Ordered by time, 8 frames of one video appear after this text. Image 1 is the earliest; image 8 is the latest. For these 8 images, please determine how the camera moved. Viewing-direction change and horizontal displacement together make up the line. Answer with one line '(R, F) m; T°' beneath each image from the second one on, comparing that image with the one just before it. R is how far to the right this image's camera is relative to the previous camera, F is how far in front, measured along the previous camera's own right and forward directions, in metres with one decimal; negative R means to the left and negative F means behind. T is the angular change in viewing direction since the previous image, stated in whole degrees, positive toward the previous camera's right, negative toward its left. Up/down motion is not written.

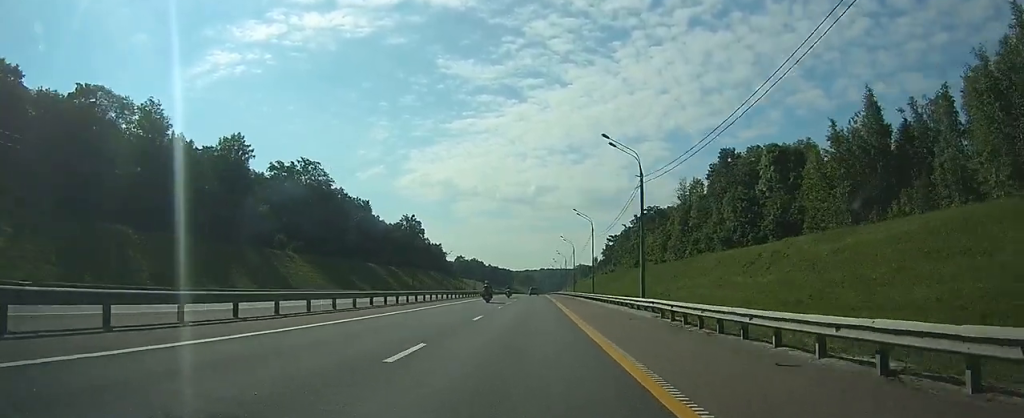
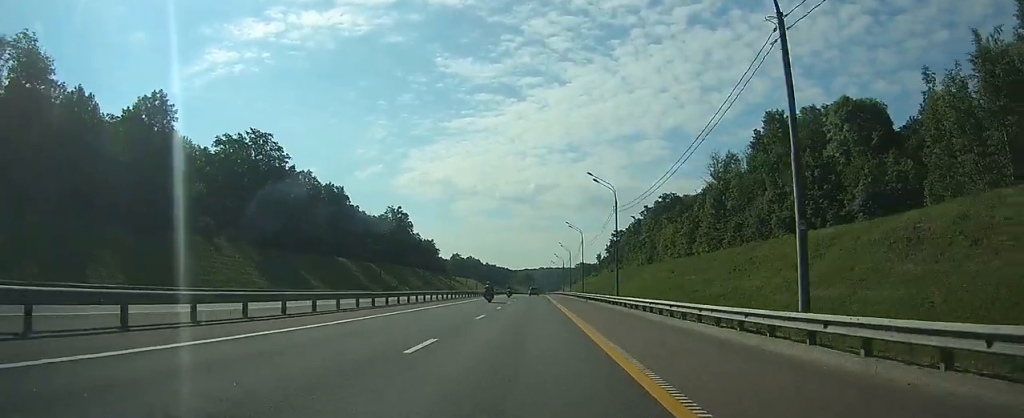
(0.0, +23.0) m; 0°
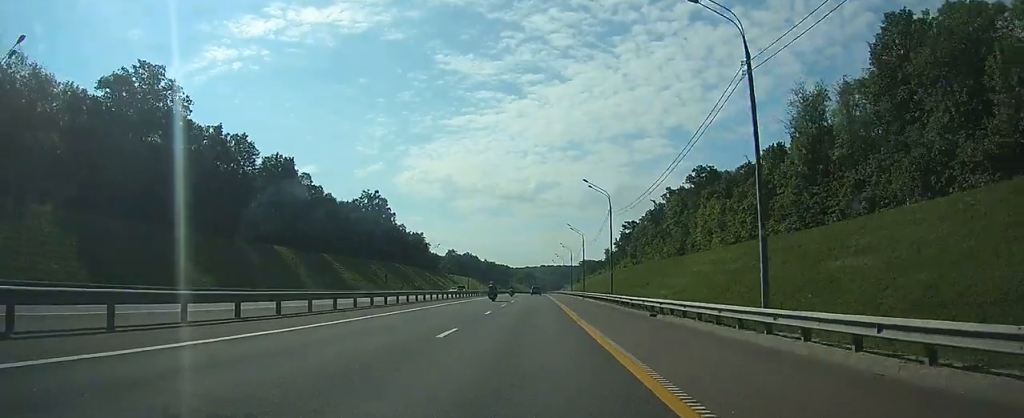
(-0.1, +33.0) m; 0°
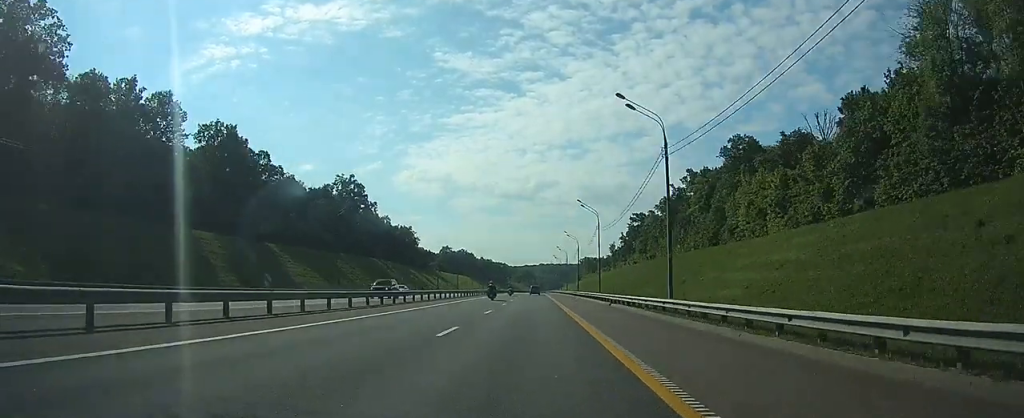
(0.0, +24.3) m; 0°
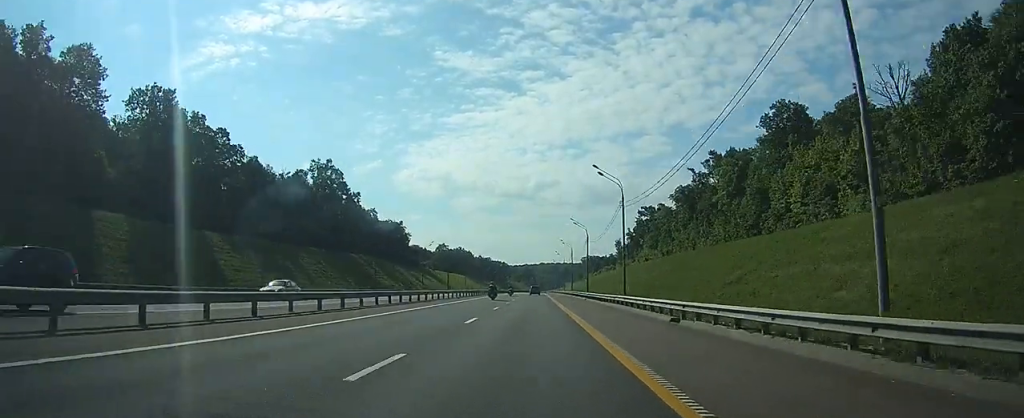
(0.0, +18.9) m; 0°
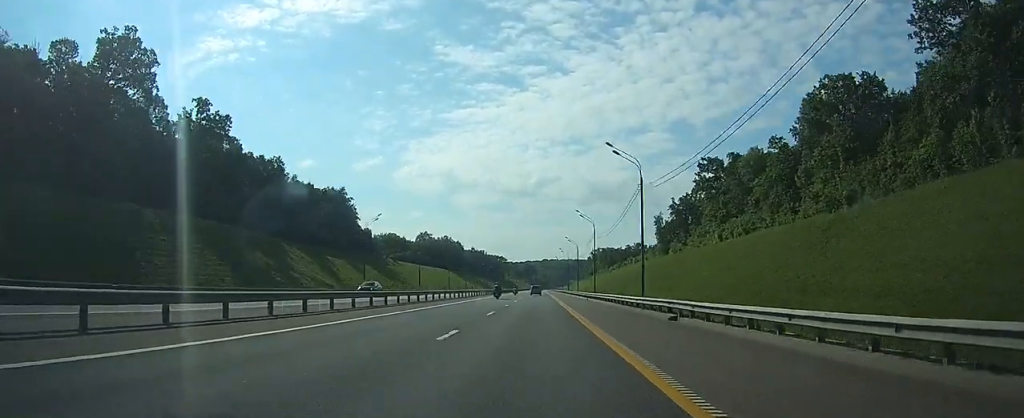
(0.0, +79.4) m; 0°
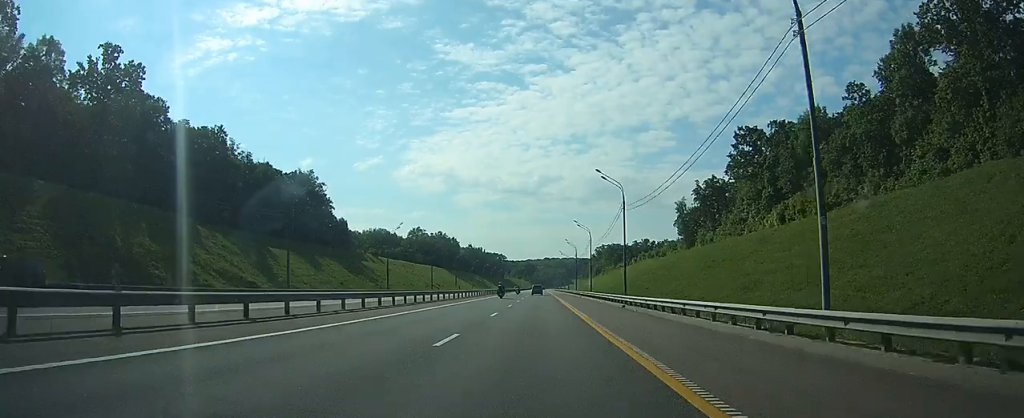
(-0.1, +25.9) m; 0°
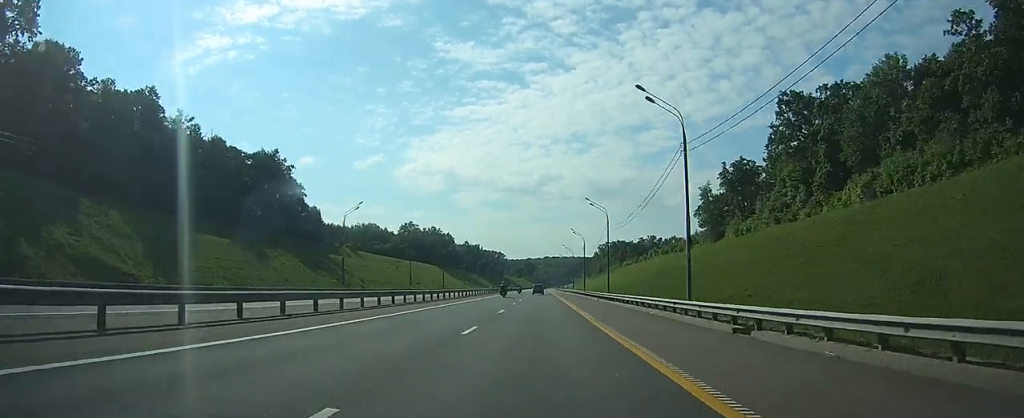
(0.0, +21.5) m; 0°
